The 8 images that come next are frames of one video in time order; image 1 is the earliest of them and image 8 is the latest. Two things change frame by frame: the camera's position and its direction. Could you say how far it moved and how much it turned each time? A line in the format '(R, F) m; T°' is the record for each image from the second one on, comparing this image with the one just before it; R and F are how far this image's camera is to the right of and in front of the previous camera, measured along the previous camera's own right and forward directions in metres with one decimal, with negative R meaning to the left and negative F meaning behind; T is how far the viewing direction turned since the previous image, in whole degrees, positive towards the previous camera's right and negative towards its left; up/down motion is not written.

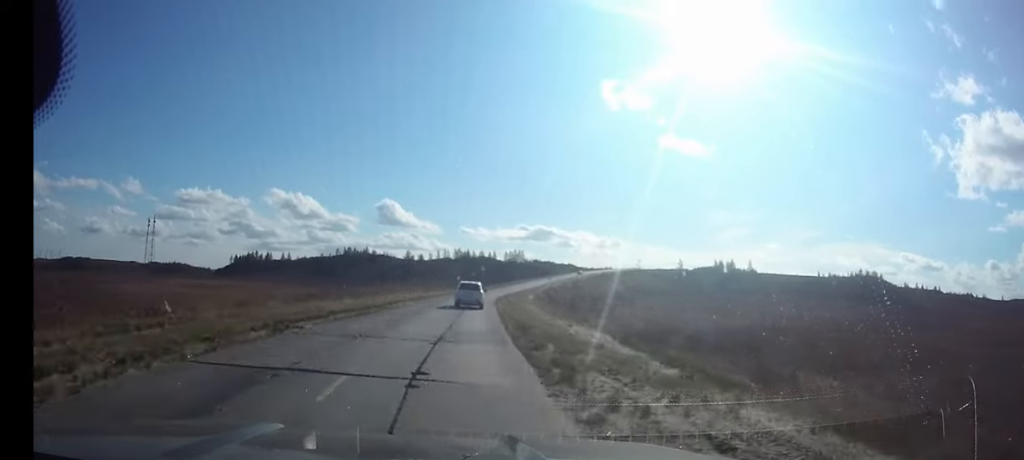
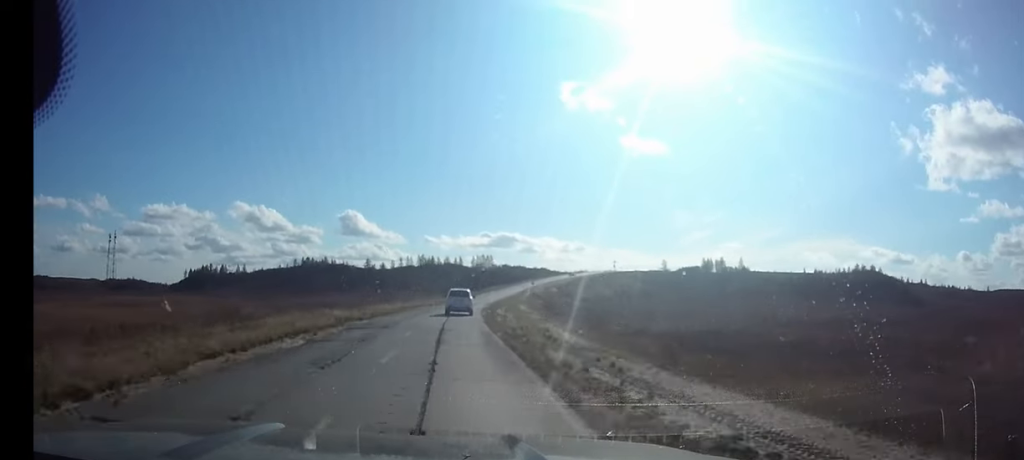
(+0.5, +27.1) m; +3°
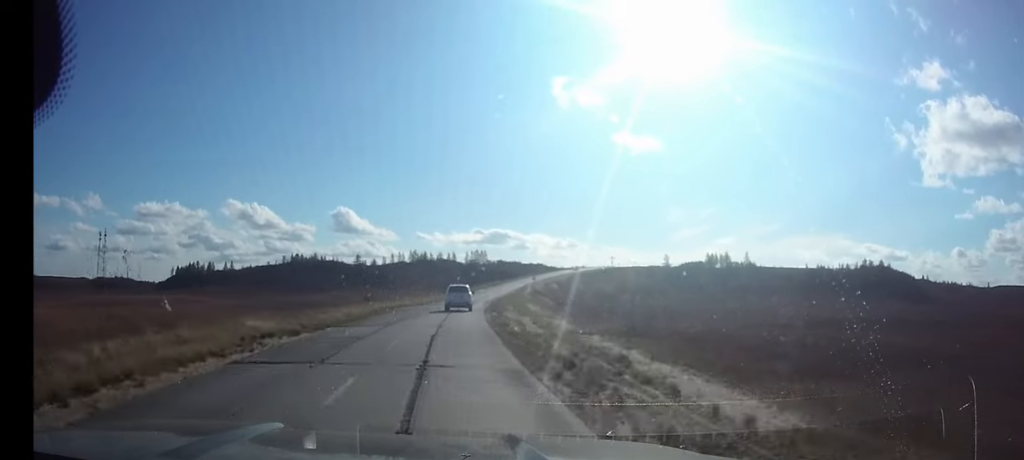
(+0.3, +12.0) m; +1°
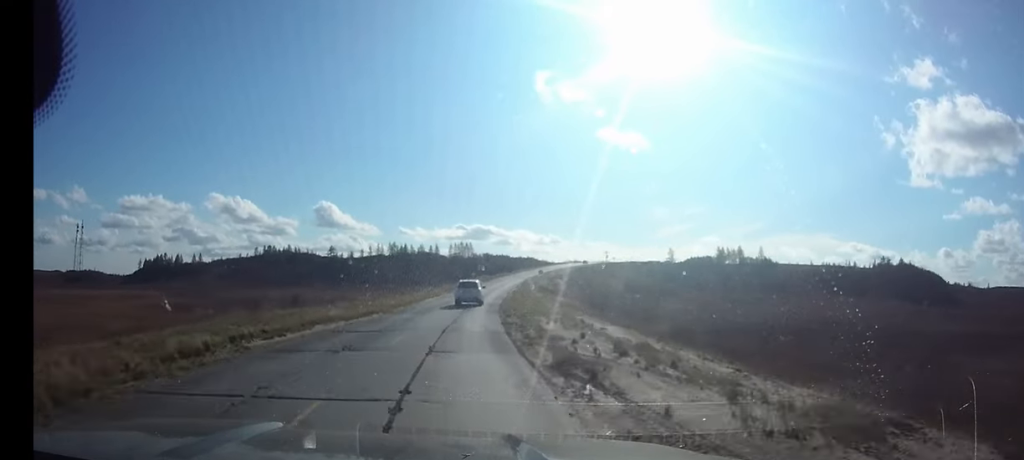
(+0.6, +28.0) m; +3°
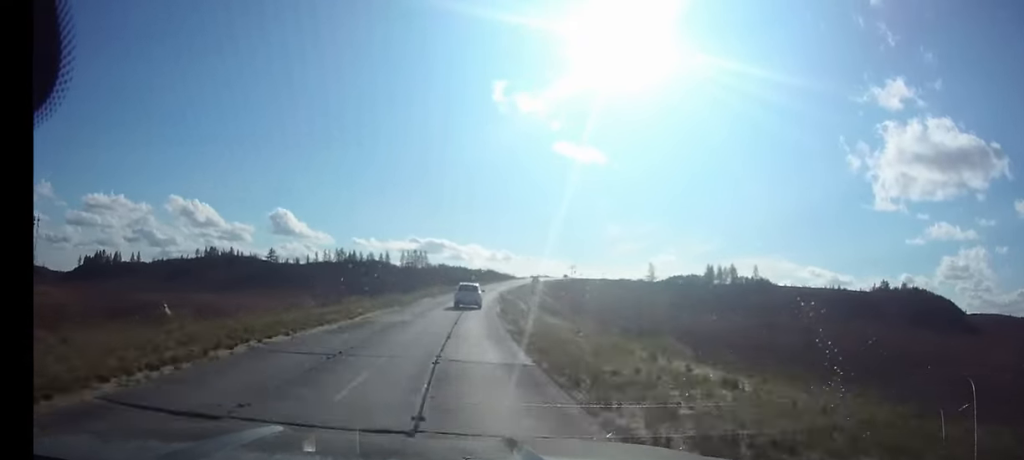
(+0.8, +30.4) m; +3°
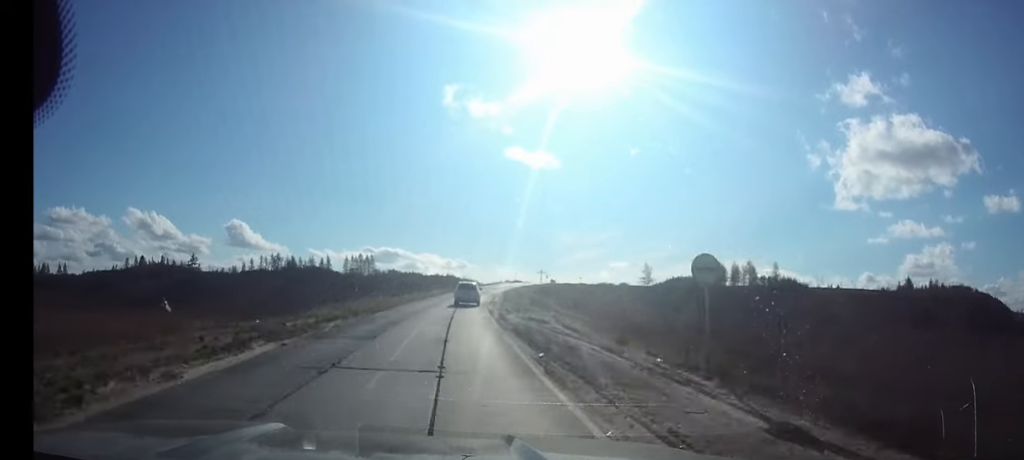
(+1.9, +41.8) m; +5°
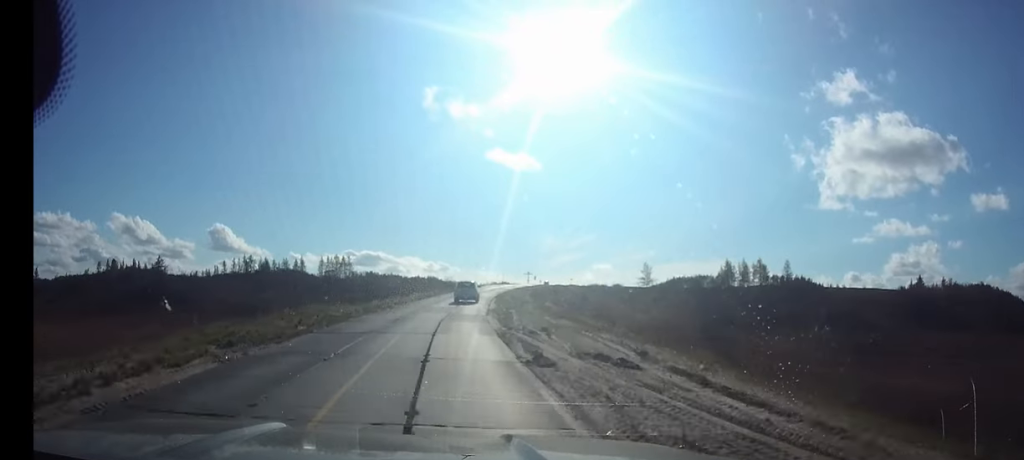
(+0.1, +16.6) m; +1°
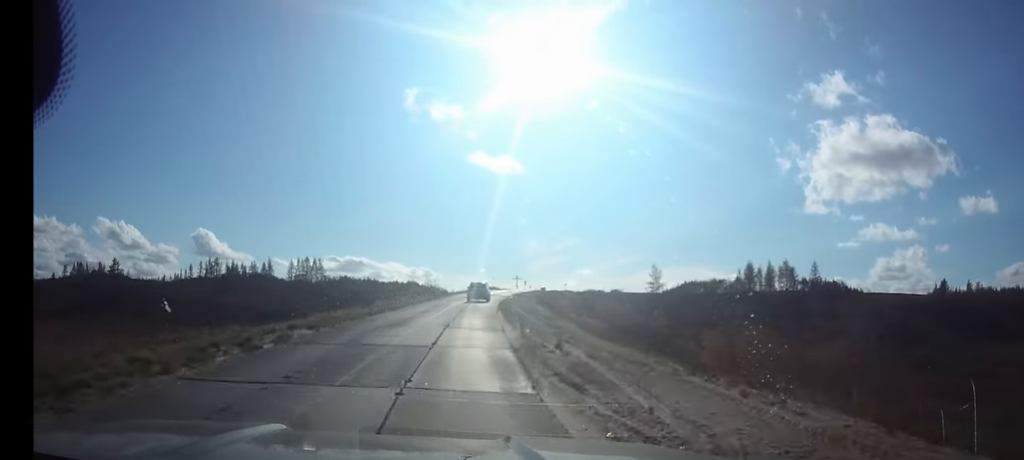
(+0.4, +20.8) m; +2°
